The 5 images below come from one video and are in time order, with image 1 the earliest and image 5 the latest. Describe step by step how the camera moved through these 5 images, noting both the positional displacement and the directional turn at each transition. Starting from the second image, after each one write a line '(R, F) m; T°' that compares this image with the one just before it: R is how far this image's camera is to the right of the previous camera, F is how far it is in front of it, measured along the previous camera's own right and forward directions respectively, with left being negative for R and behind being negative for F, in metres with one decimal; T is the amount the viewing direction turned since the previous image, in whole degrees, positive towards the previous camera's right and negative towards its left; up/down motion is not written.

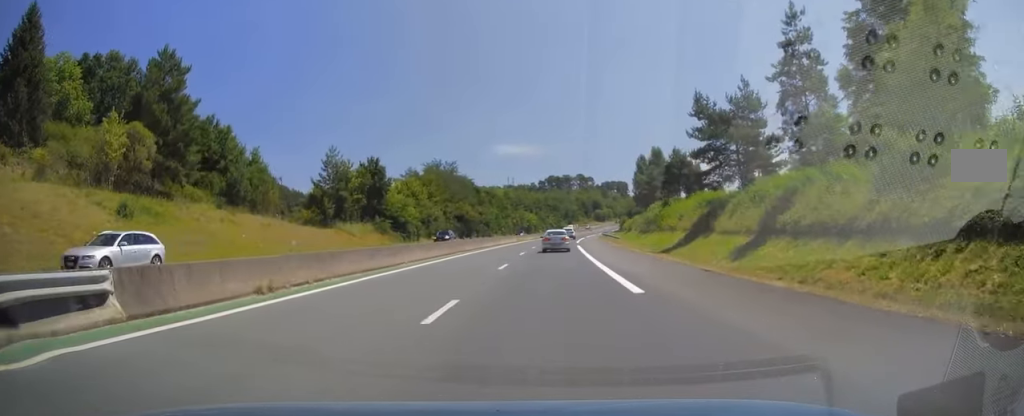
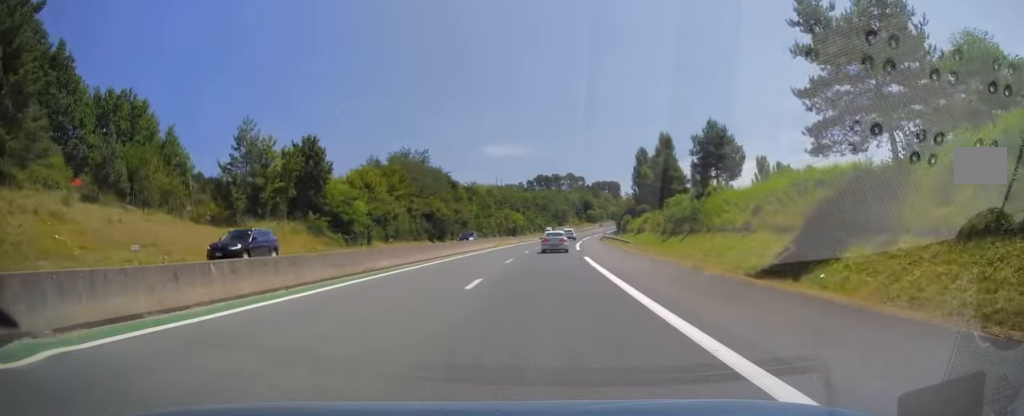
(+0.2, +20.3) m; +1°
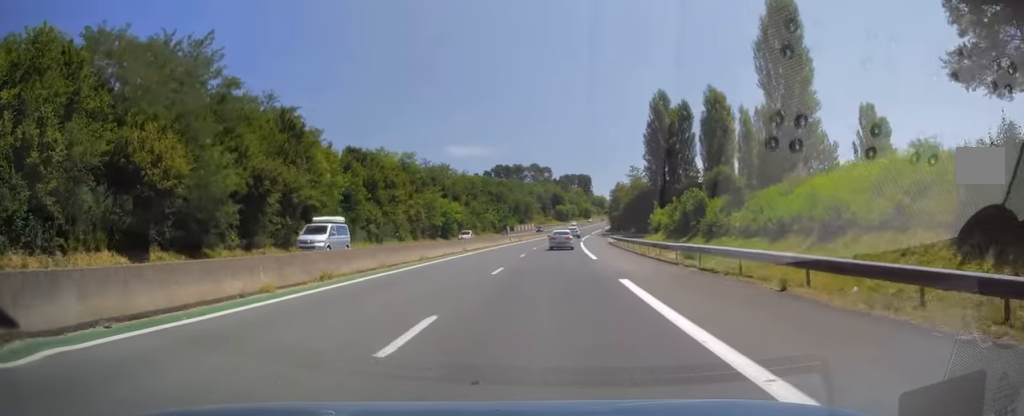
(+1.3, +66.5) m; +3°
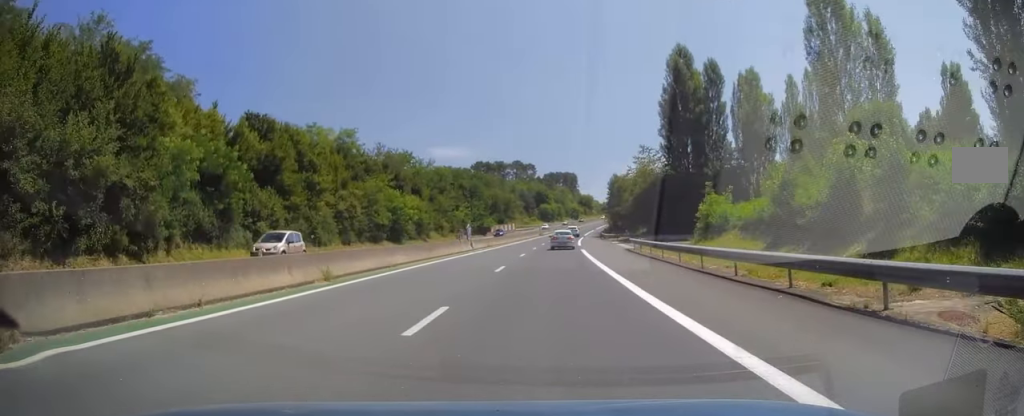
(+0.2, +24.6) m; +2°
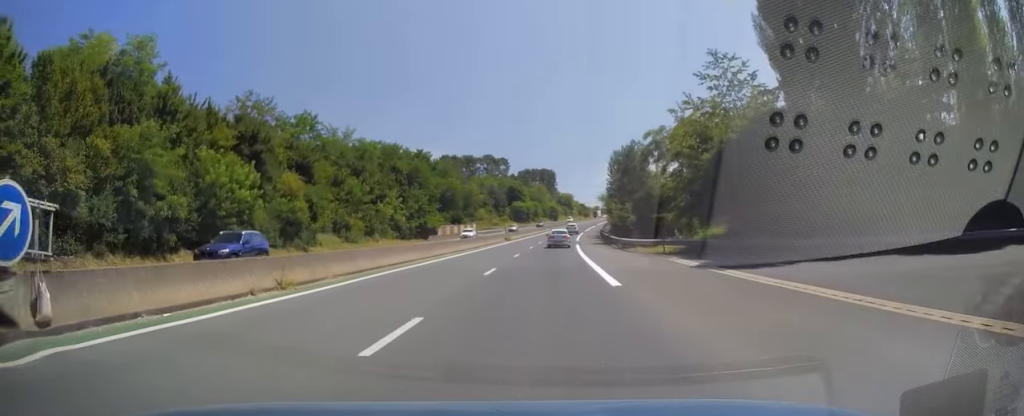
(+1.2, +40.1) m; +2°
